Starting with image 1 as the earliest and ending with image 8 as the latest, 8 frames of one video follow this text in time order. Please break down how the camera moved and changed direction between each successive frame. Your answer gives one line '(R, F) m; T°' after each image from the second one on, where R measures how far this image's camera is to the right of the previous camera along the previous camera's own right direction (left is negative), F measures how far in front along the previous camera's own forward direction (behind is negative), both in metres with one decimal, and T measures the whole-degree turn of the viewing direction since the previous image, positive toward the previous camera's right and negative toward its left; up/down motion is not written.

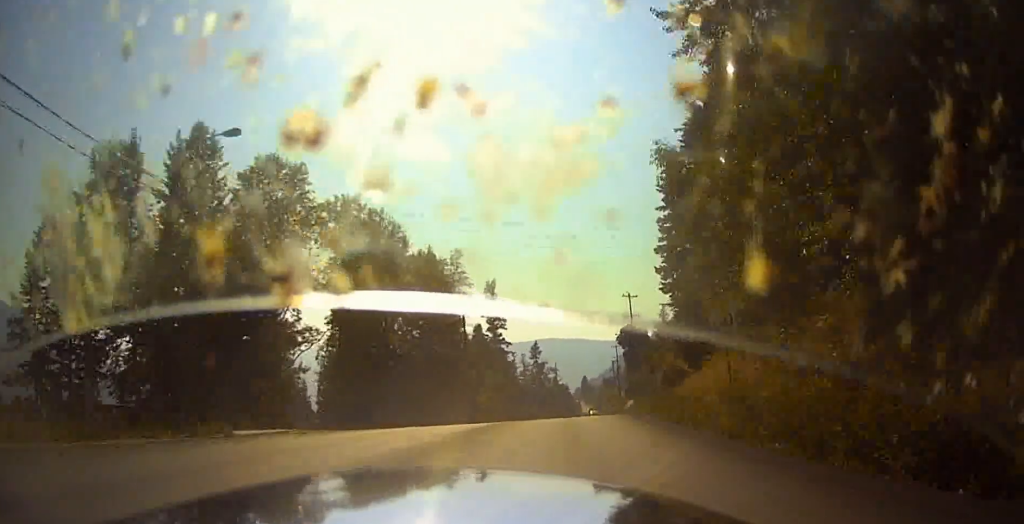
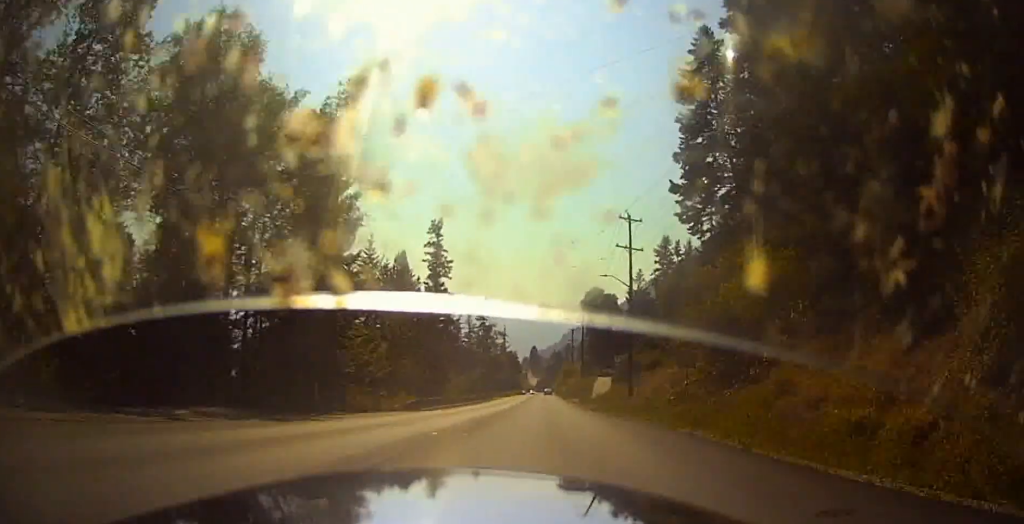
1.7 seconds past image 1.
(+1.5, +29.0) m; +4°
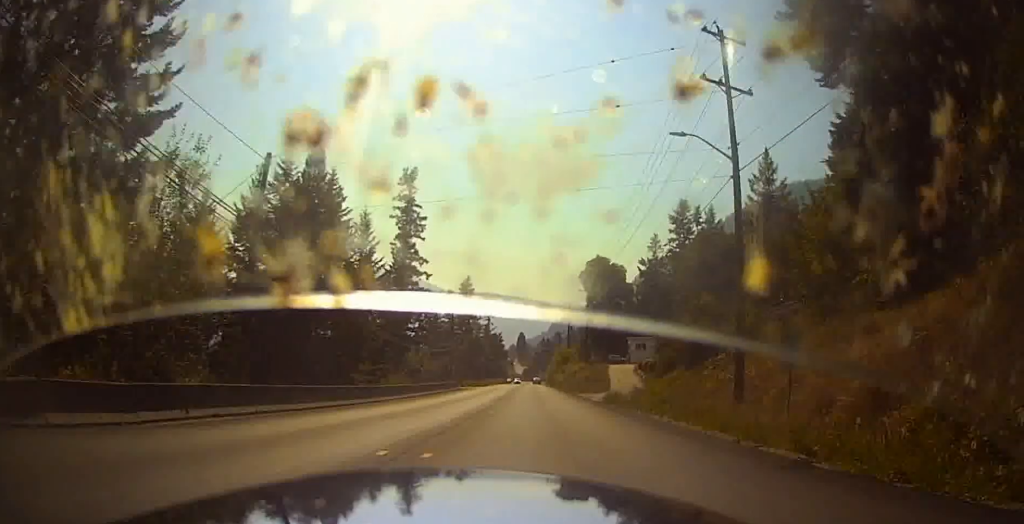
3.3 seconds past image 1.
(+0.2, +28.0) m; 0°
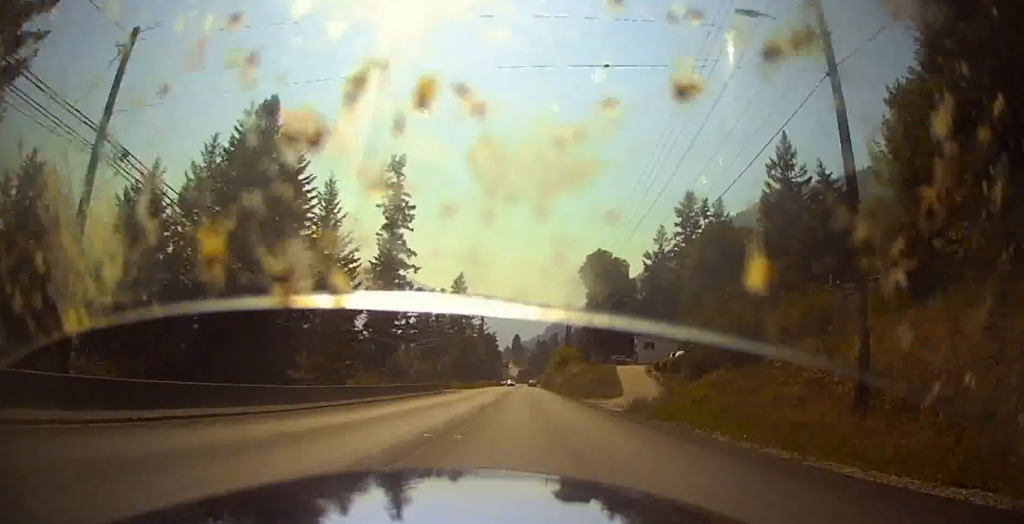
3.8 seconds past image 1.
(+0.4, +8.8) m; -1°
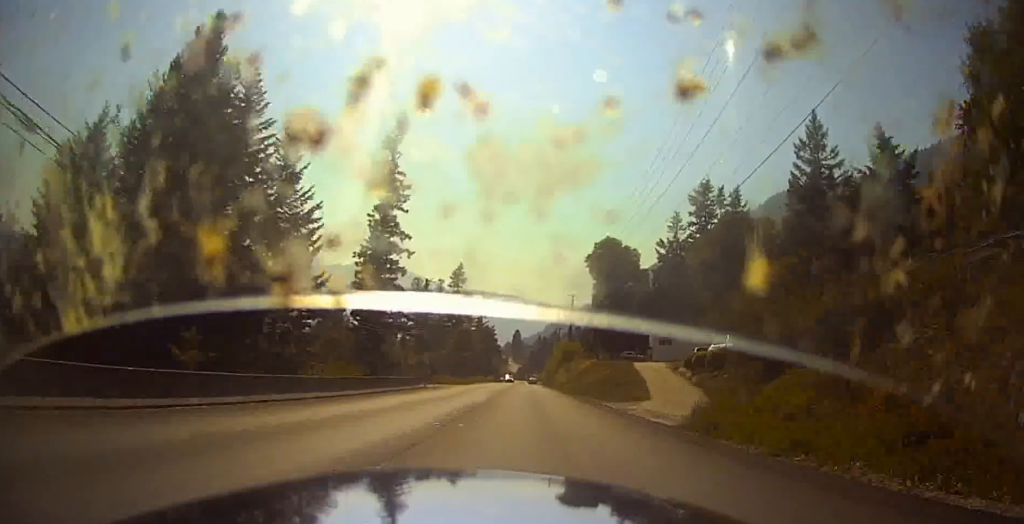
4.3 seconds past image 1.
(-0.5, +8.9) m; -3°
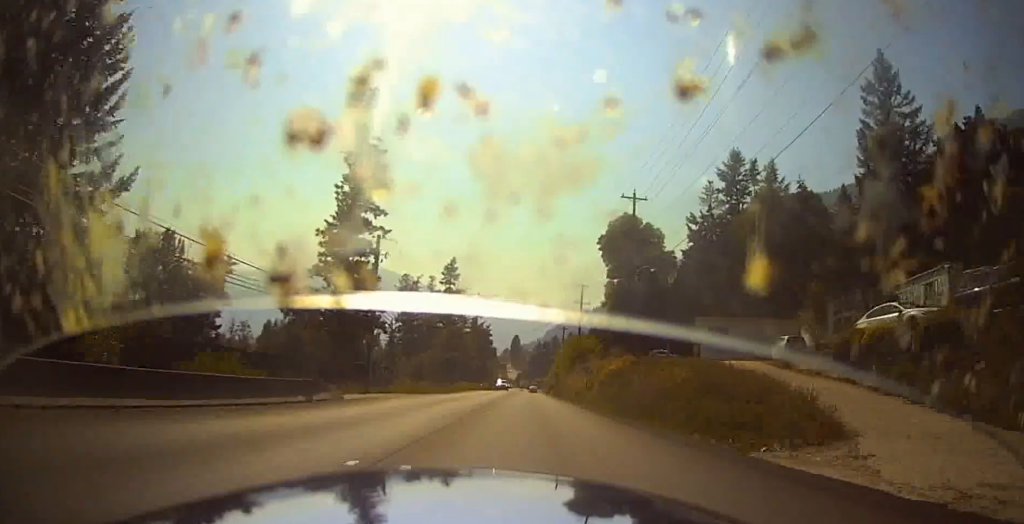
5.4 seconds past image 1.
(-1.0, +19.2) m; -3°
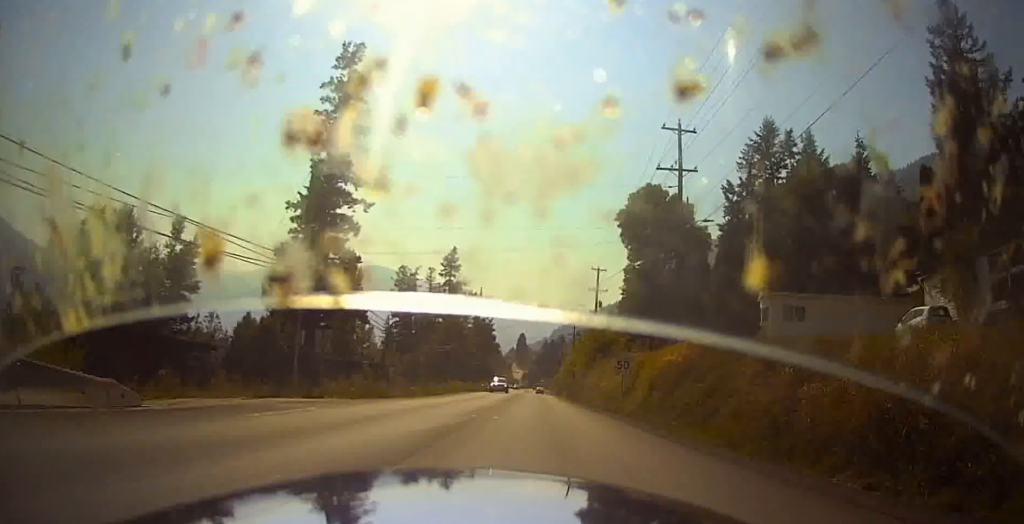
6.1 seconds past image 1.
(-0.2, +13.1) m; 0°
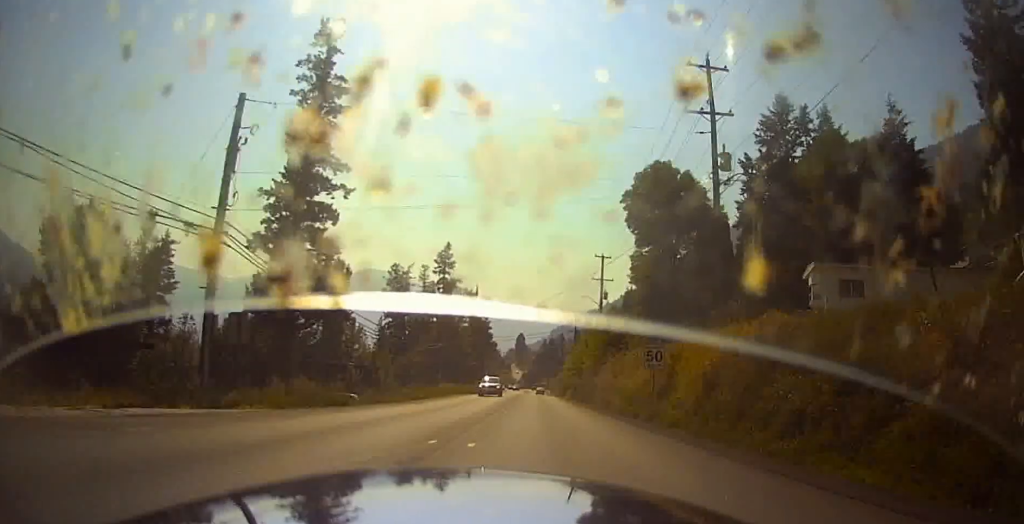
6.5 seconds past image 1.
(+0.1, +7.0) m; +1°
